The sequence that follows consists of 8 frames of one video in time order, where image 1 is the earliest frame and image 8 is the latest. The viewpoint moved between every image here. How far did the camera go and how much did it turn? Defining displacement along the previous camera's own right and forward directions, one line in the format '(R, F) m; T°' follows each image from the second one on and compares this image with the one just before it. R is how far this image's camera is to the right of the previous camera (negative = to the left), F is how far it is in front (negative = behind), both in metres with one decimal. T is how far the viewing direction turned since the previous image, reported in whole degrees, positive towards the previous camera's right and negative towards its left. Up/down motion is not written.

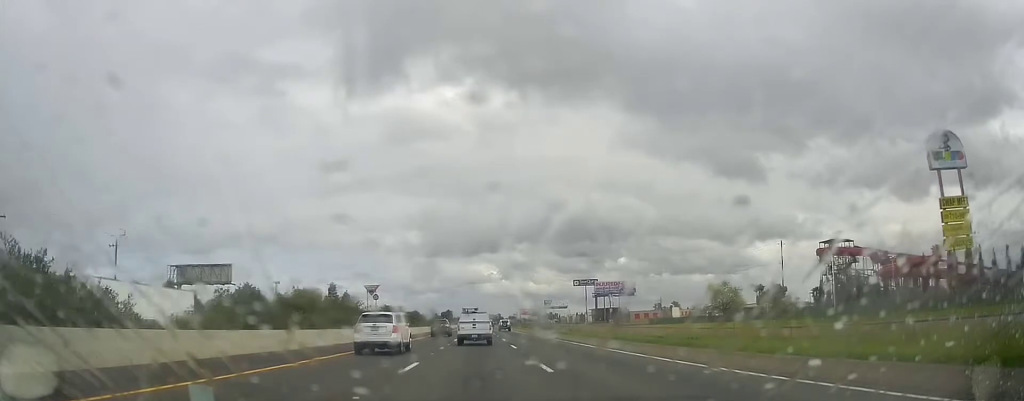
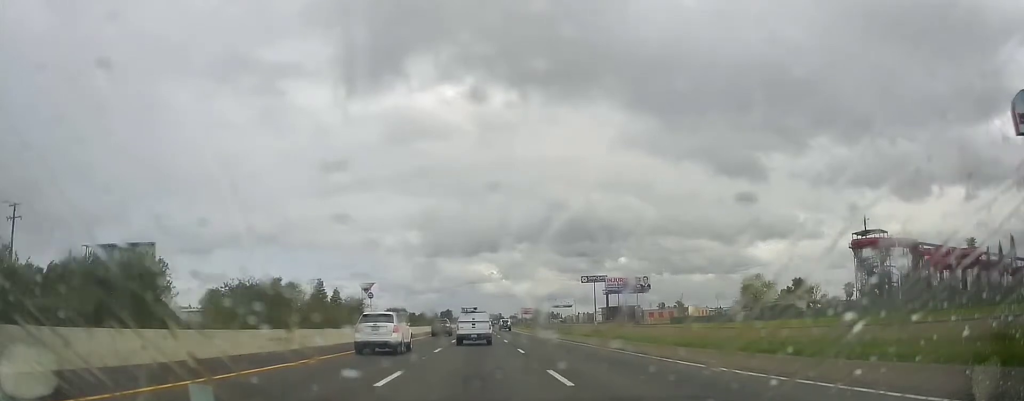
(0.0, +18.5) m; 0°
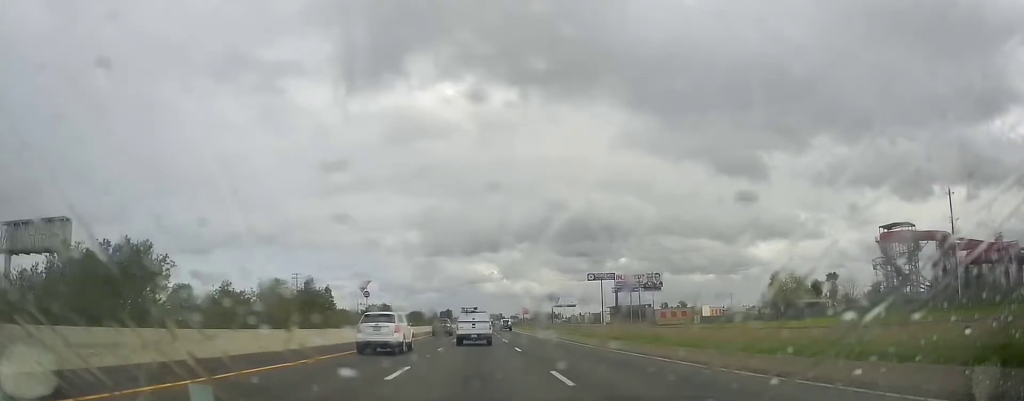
(+0.2, +13.0) m; 0°
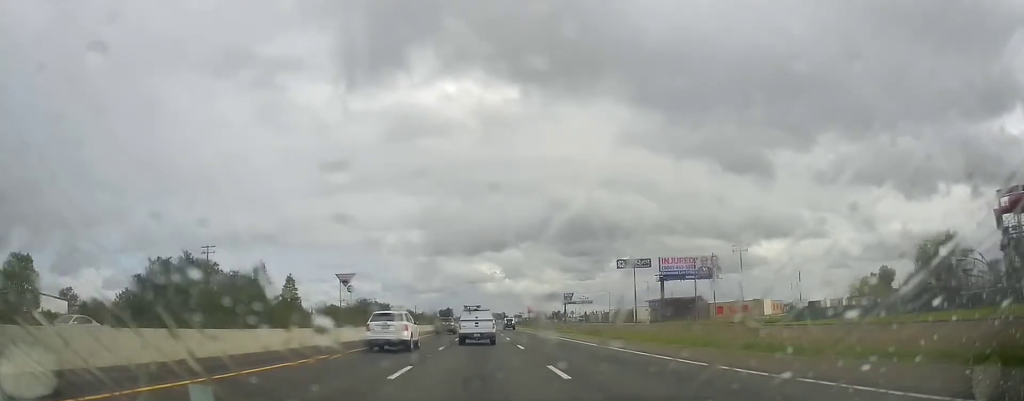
(-0.1, +44.6) m; 0°
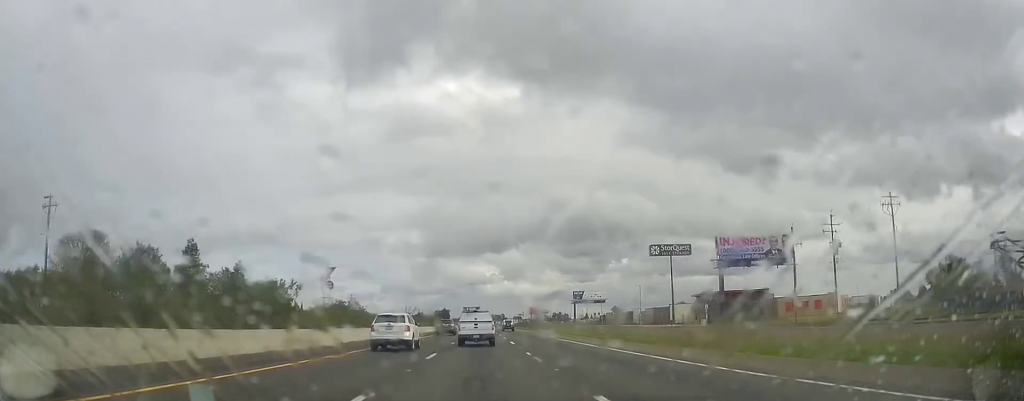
(0.0, +37.0) m; 0°
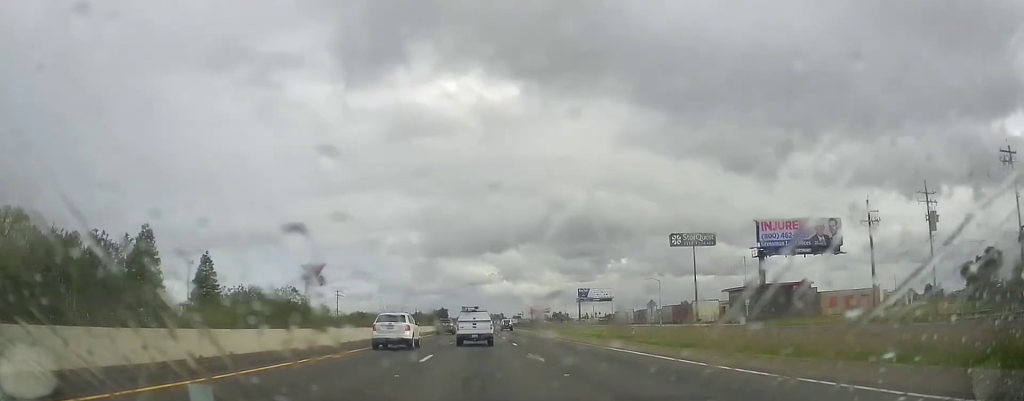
(0.0, +16.5) m; 0°
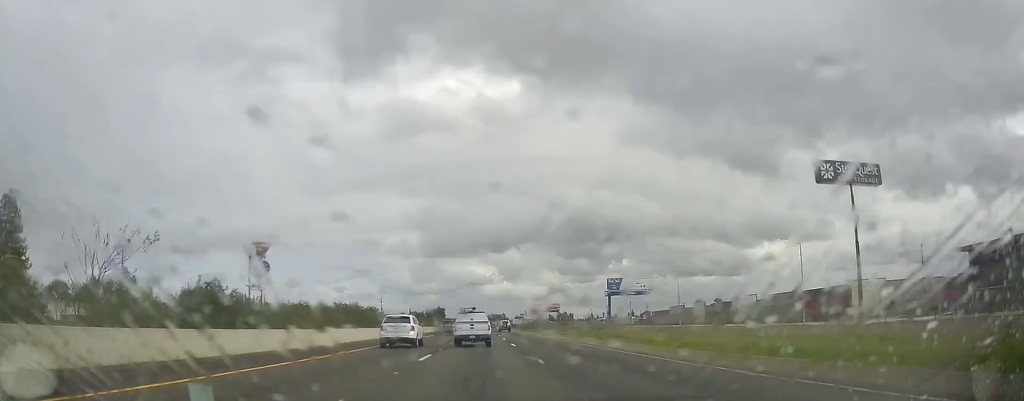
(+0.3, +57.0) m; +1°
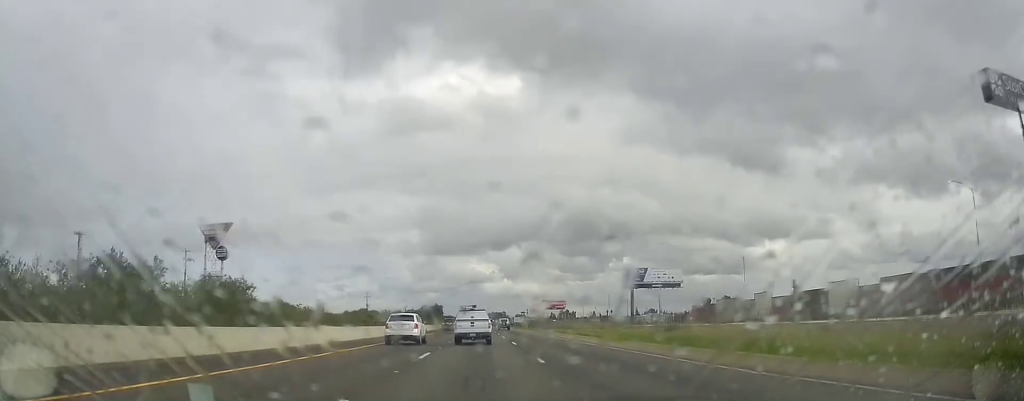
(+0.1, +30.0) m; -1°
